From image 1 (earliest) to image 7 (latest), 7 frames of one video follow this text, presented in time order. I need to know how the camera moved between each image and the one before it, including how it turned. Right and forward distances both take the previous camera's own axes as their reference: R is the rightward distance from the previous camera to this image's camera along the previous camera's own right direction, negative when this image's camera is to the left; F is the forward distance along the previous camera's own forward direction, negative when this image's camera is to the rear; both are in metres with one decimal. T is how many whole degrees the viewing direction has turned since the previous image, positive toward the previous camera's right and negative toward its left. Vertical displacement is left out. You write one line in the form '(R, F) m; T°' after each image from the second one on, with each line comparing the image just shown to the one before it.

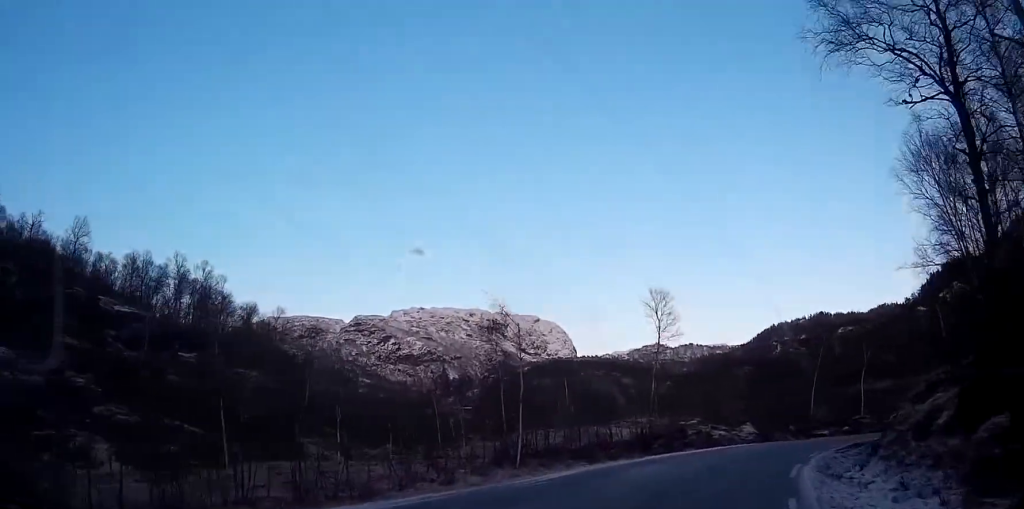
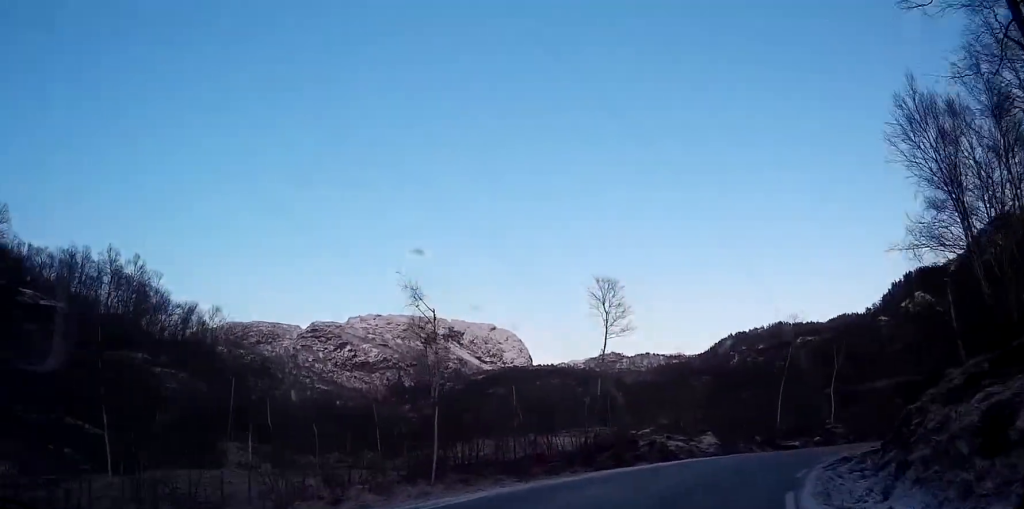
(+0.1, +5.1) m; +4°
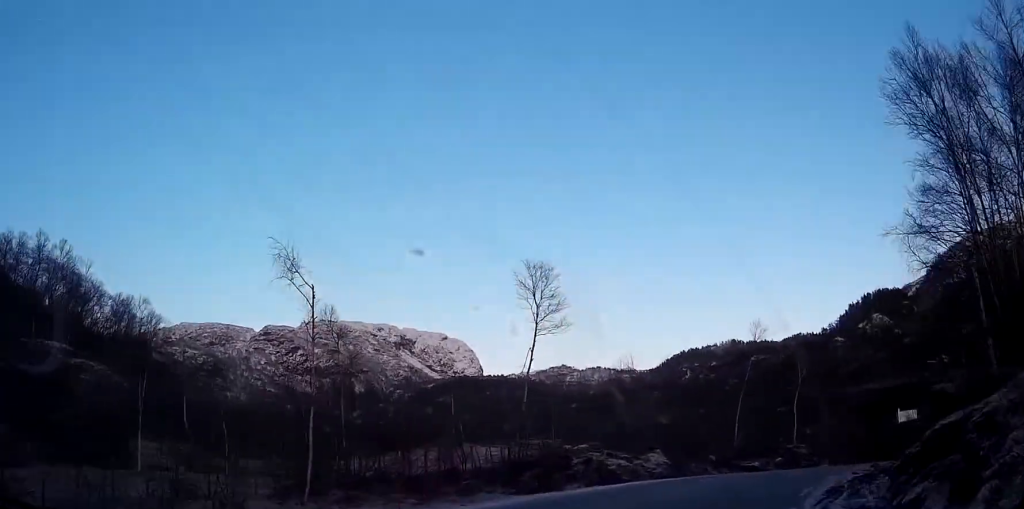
(+0.1, +5.3) m; +4°
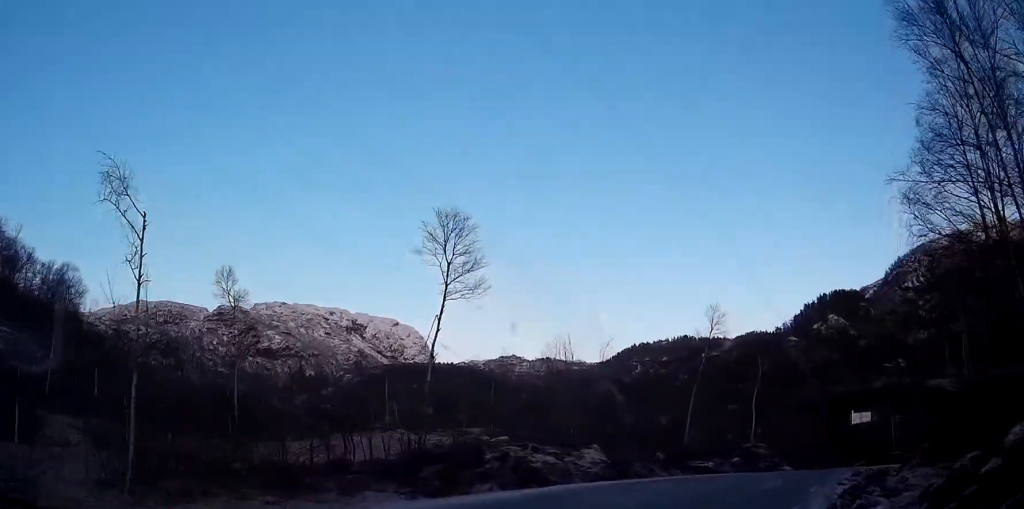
(+0.4, +5.3) m; +4°
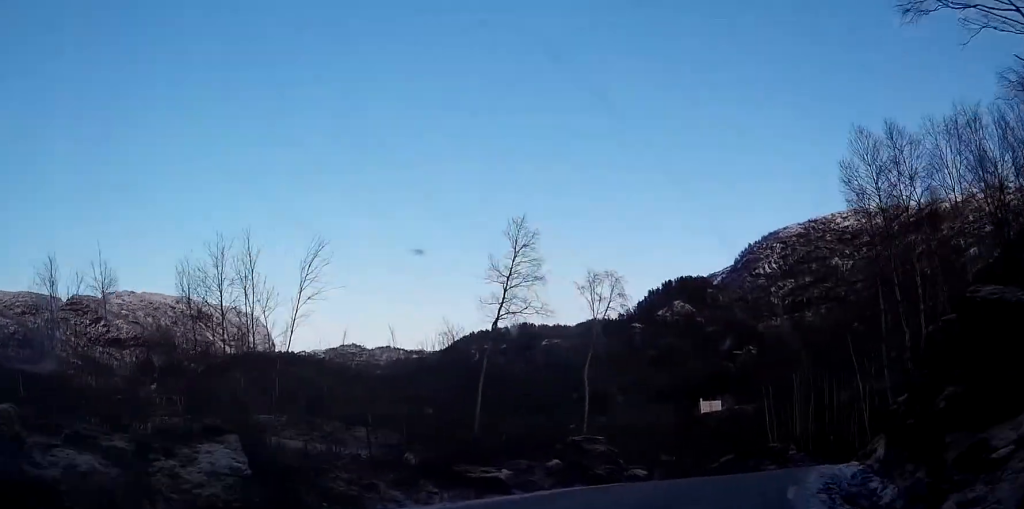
(+1.5, +15.6) m; +12°
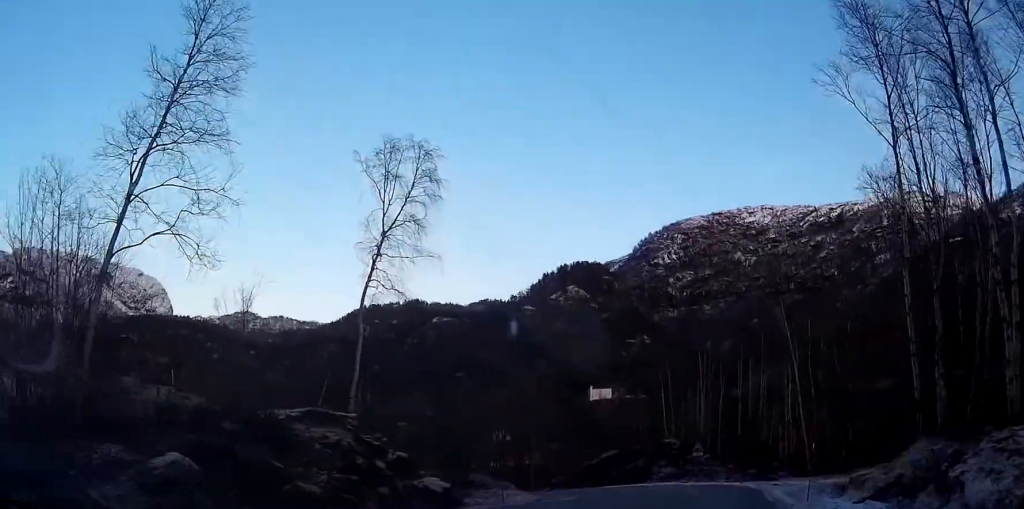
(+1.3, +16.0) m; +6°
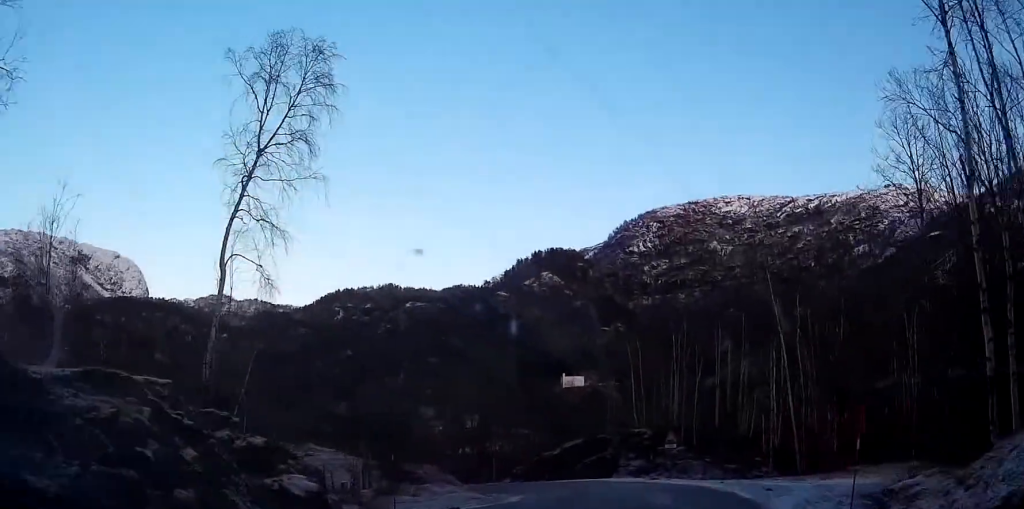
(-0.1, +6.0) m; +1°
